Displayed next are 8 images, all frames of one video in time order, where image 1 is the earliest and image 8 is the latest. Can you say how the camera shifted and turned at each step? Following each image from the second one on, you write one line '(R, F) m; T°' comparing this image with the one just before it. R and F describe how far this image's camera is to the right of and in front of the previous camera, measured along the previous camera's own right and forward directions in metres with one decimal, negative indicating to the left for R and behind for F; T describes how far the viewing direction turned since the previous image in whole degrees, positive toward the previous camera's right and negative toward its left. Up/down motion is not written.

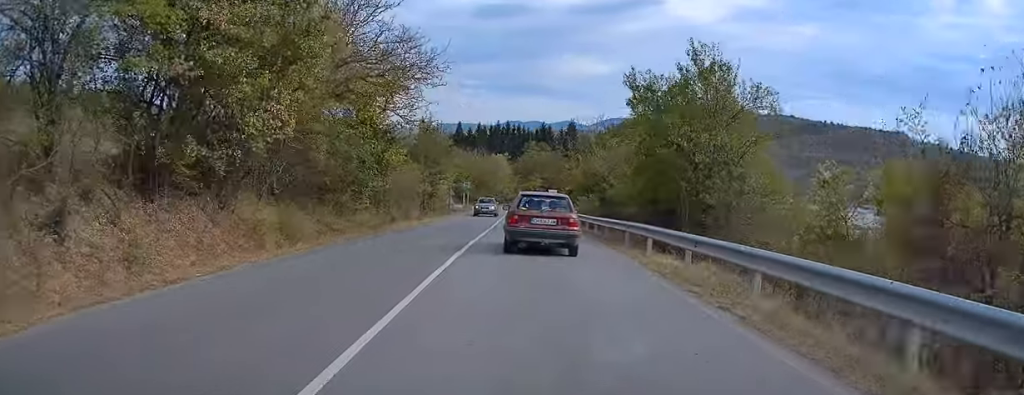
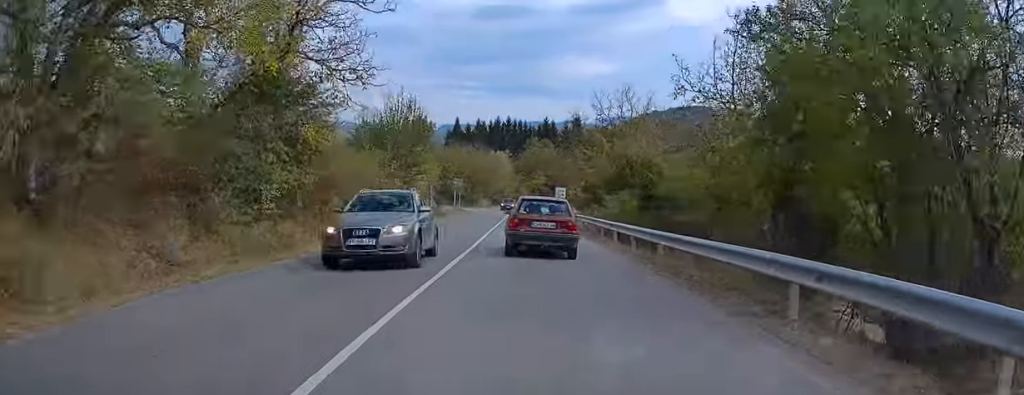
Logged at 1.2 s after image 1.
(0.0, +13.2) m; +2°
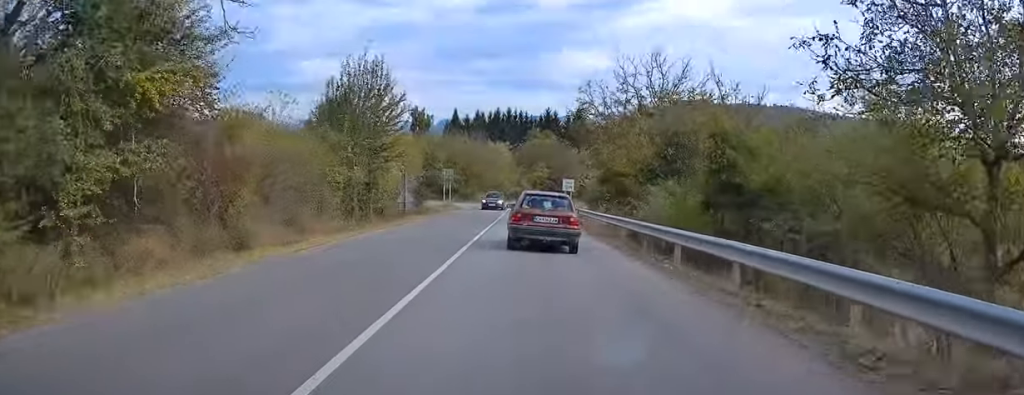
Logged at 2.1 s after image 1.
(+0.3, +9.7) m; 0°
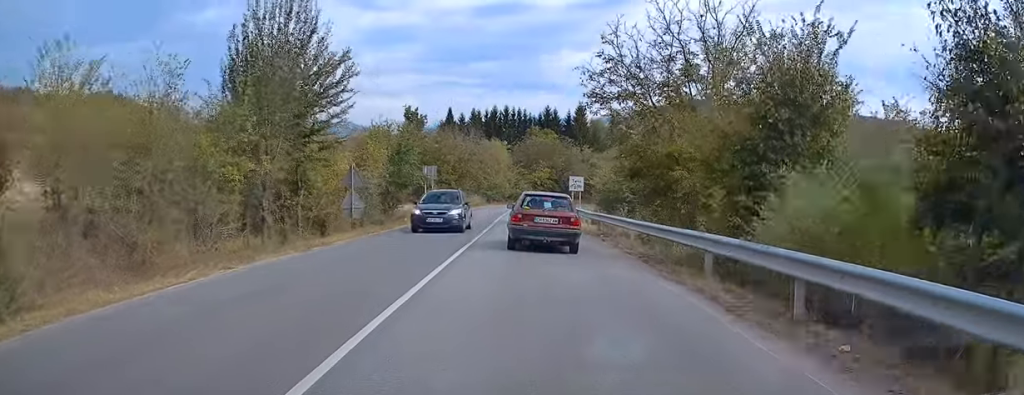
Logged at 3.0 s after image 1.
(-0.3, +10.5) m; -2°
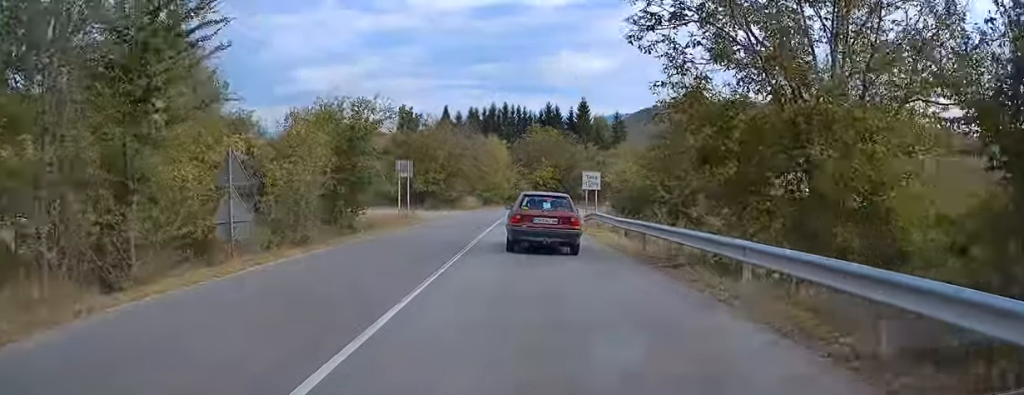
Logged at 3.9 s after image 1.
(-0.1, +10.2) m; -1°
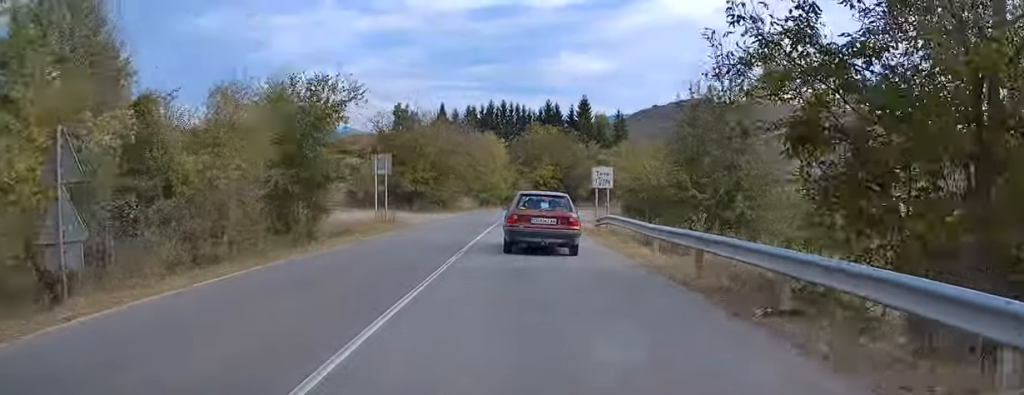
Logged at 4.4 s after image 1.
(0.0, +5.7) m; 0°
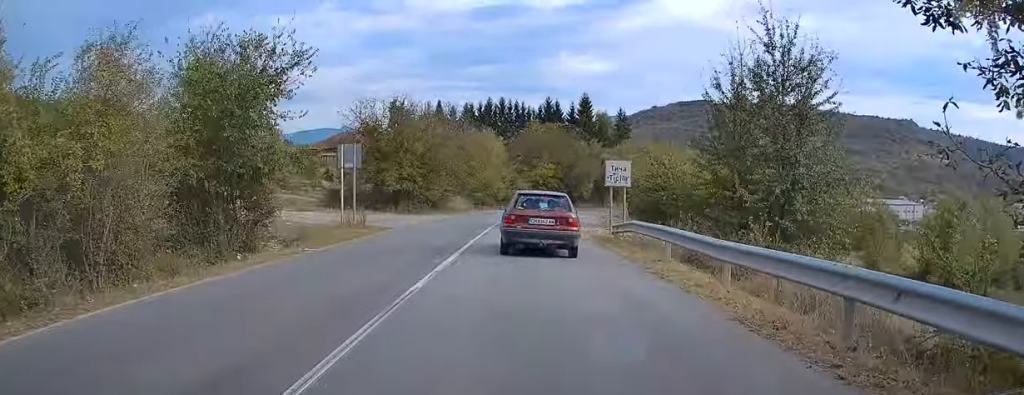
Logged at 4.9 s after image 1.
(-0.1, +5.8) m; +1°
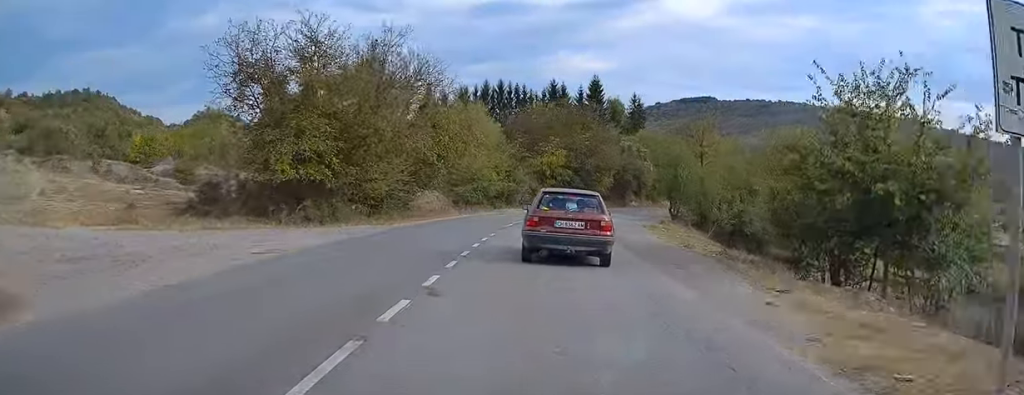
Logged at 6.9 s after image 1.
(+0.7, +22.2) m; +1°
